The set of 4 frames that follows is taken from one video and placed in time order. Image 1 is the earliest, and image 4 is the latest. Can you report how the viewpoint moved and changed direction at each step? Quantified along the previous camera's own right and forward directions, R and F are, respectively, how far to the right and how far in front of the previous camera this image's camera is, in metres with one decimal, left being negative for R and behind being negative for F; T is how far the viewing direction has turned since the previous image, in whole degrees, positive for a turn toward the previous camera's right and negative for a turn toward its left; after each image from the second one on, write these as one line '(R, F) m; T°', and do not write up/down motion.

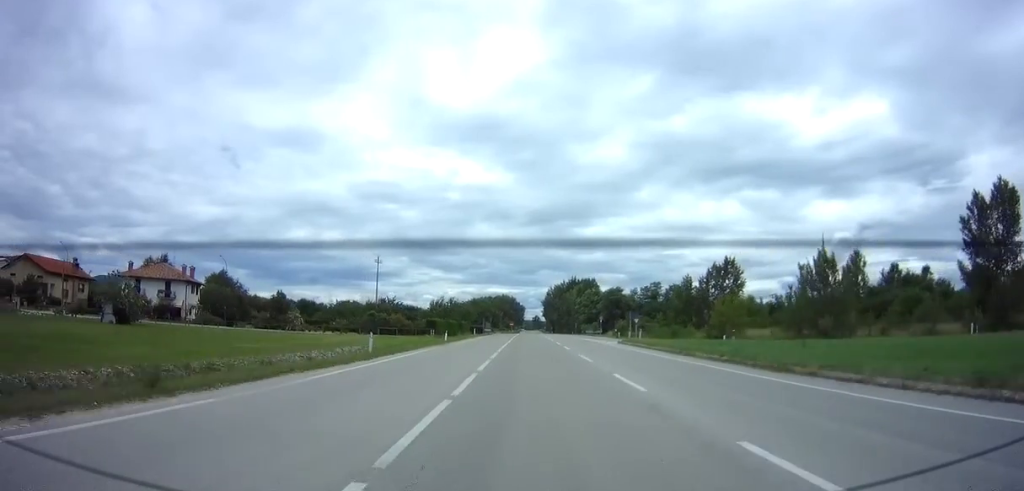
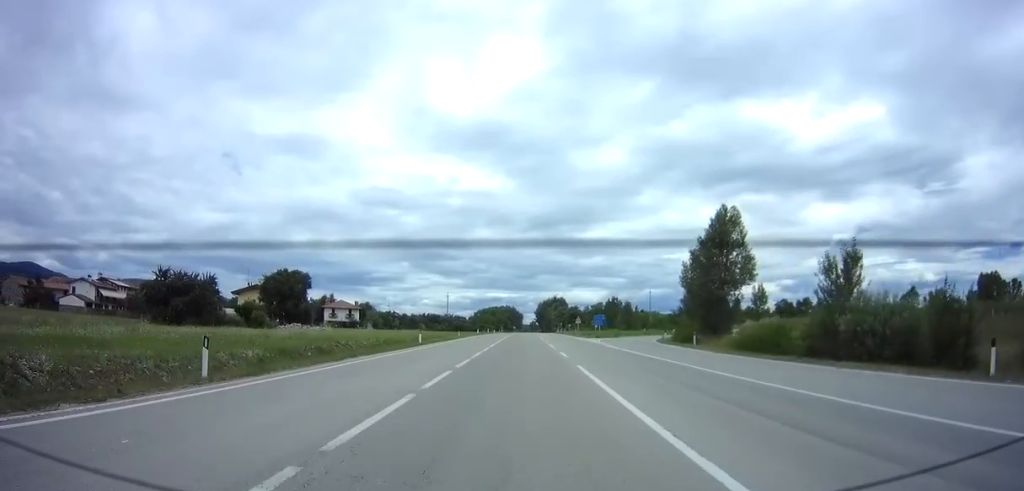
(-1.2, +88.0) m; 0°
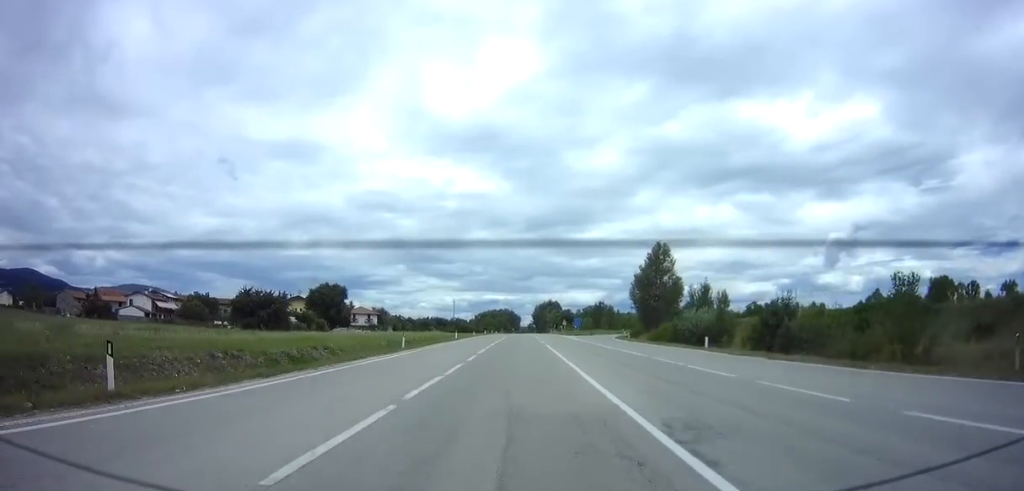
(+0.2, +23.0) m; 0°
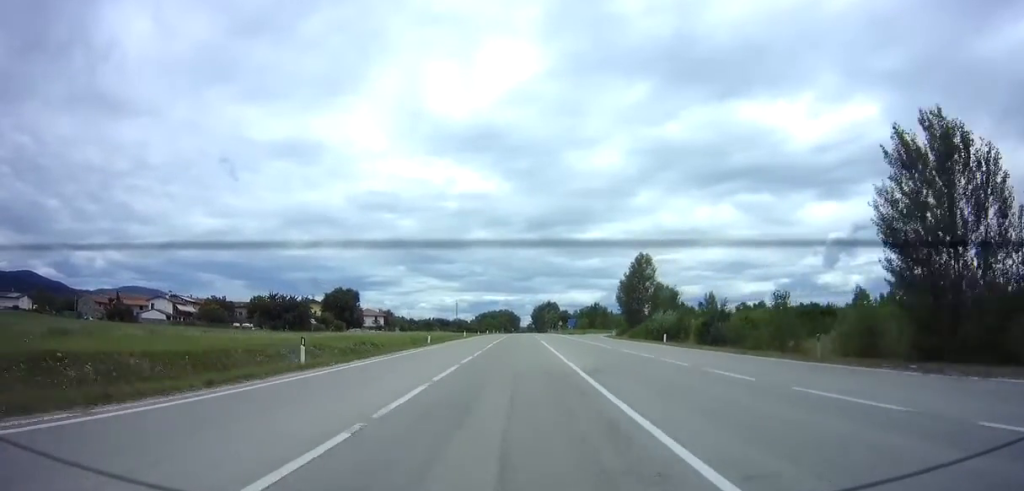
(-0.2, +9.7) m; 0°
